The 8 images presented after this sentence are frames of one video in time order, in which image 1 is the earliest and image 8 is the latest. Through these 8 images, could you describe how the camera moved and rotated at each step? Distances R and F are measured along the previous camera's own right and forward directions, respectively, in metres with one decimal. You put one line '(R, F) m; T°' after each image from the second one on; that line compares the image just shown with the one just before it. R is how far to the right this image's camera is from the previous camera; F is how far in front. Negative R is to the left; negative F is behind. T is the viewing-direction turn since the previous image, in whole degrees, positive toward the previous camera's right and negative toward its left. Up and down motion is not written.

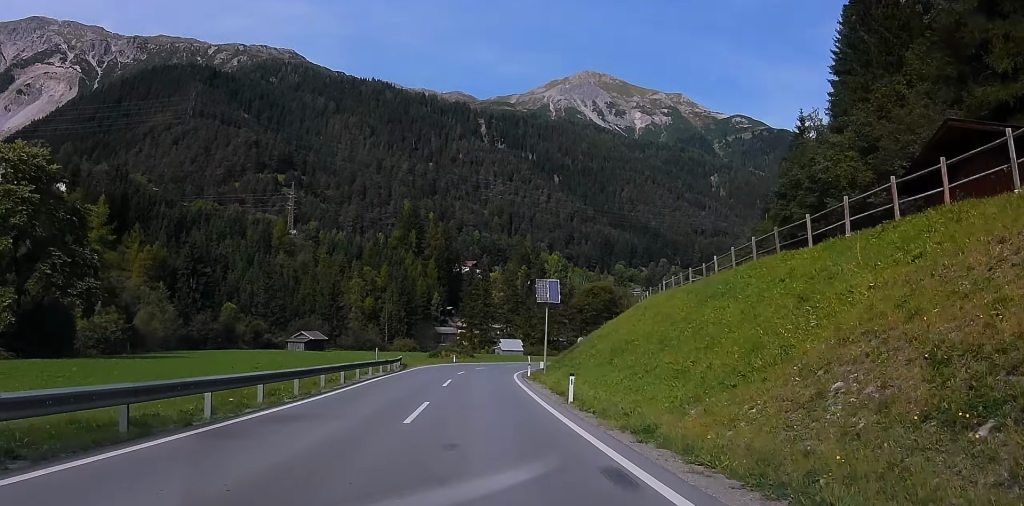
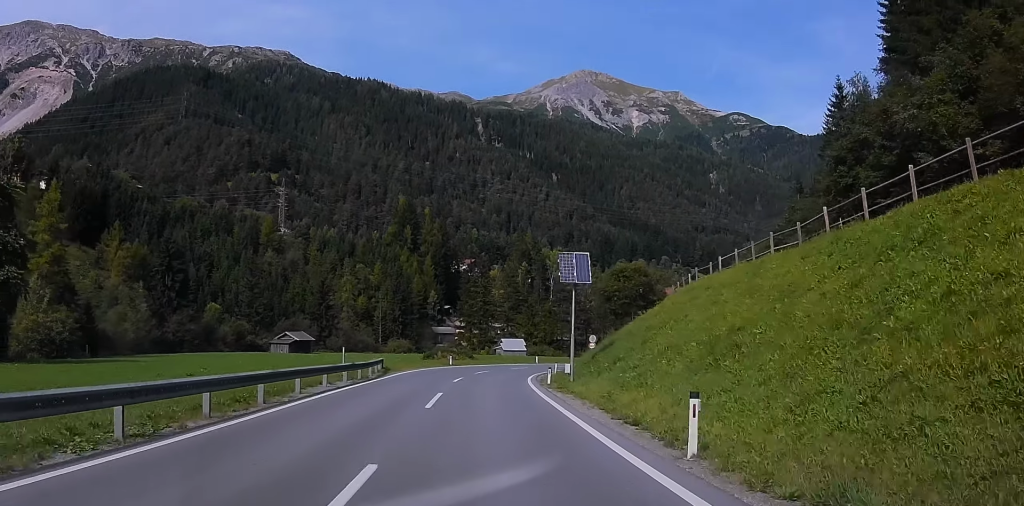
(0.0, +11.9) m; -2°
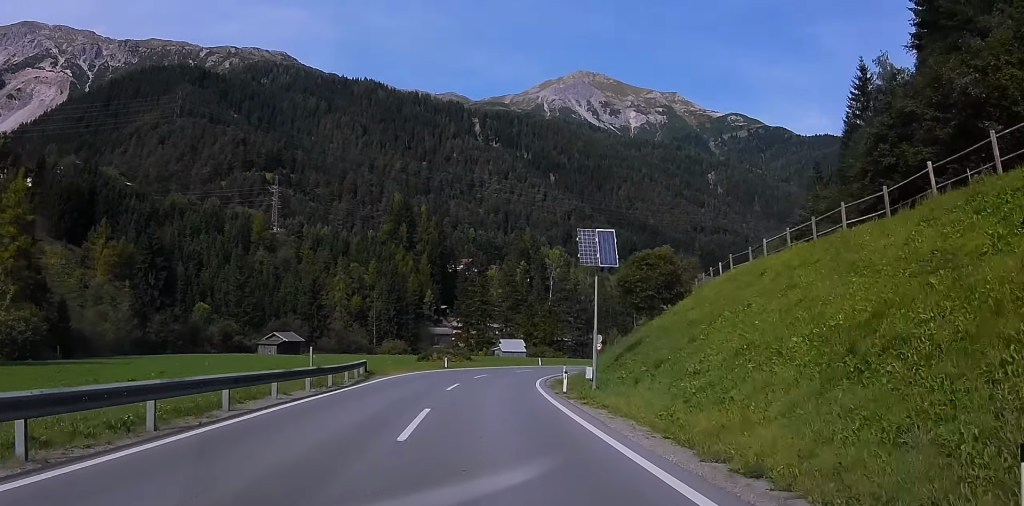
(+0.1, +6.6) m; -2°
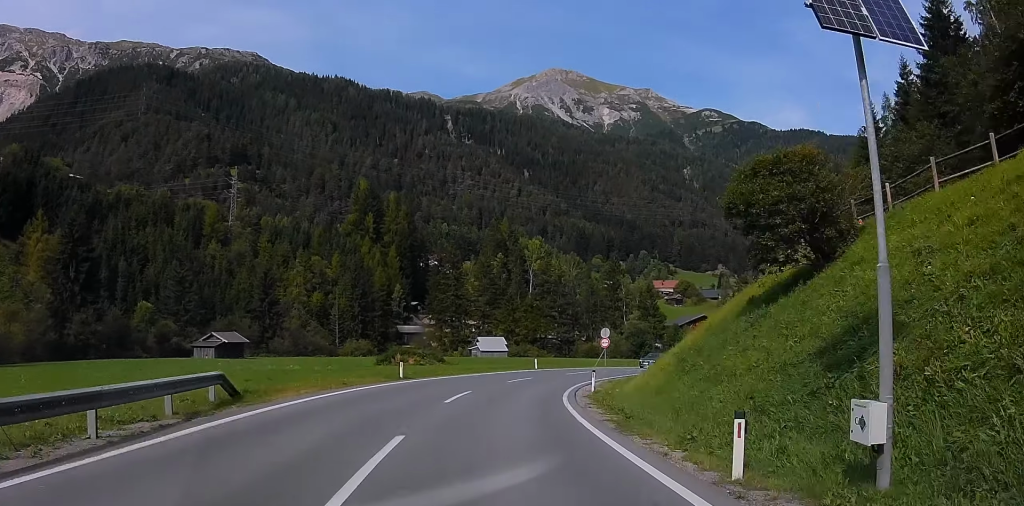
(-1.0, +20.2) m; 0°
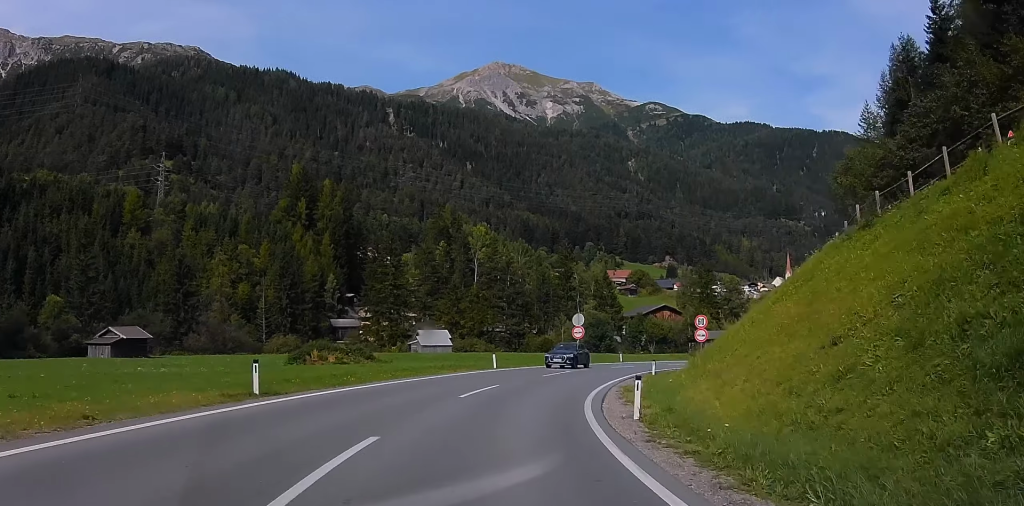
(+1.0, +16.6) m; +5°
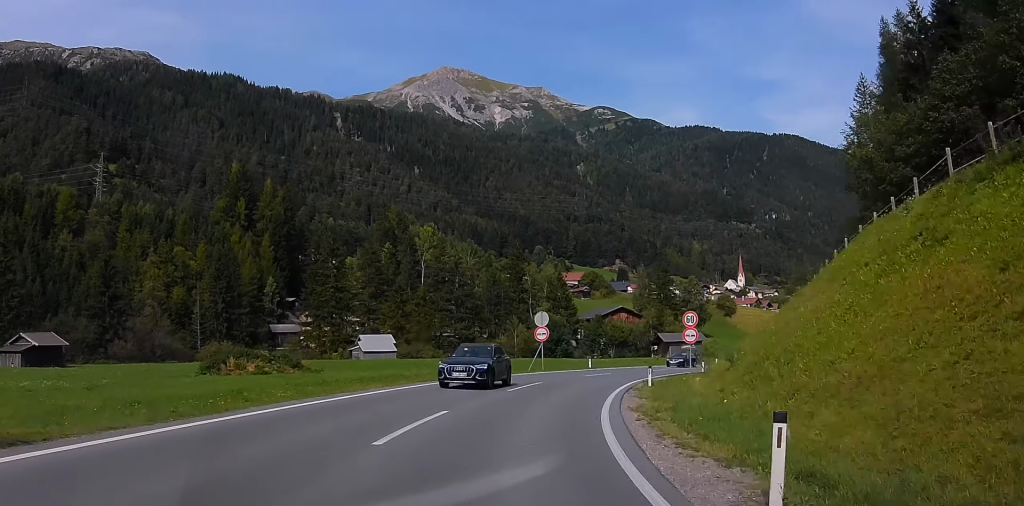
(-0.3, +9.4) m; +6°
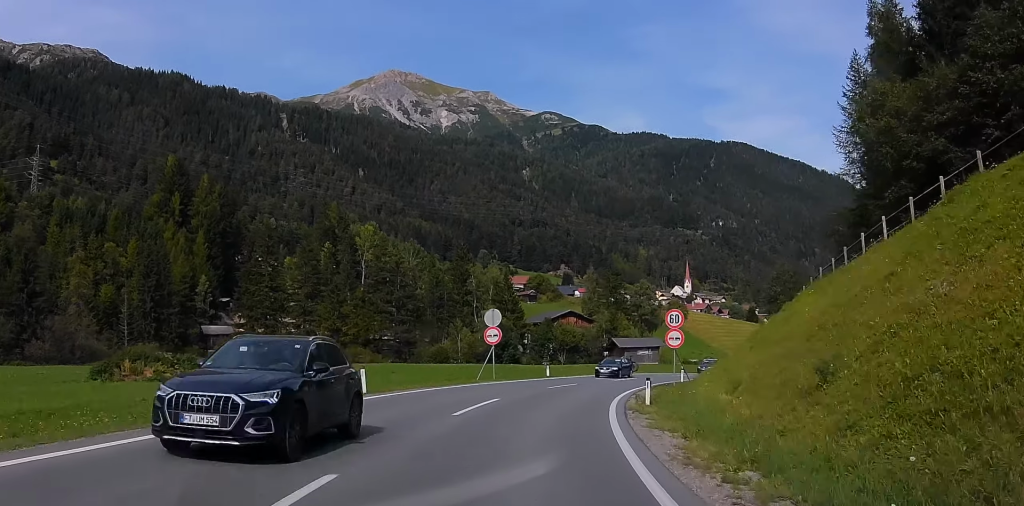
(+0.8, +8.2) m; +5°
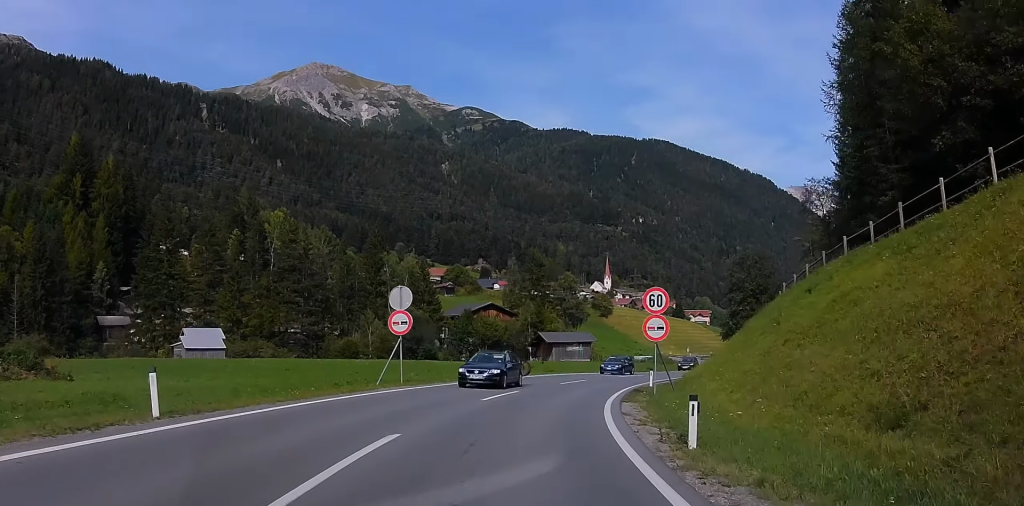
(+1.0, +11.0) m; +6°
